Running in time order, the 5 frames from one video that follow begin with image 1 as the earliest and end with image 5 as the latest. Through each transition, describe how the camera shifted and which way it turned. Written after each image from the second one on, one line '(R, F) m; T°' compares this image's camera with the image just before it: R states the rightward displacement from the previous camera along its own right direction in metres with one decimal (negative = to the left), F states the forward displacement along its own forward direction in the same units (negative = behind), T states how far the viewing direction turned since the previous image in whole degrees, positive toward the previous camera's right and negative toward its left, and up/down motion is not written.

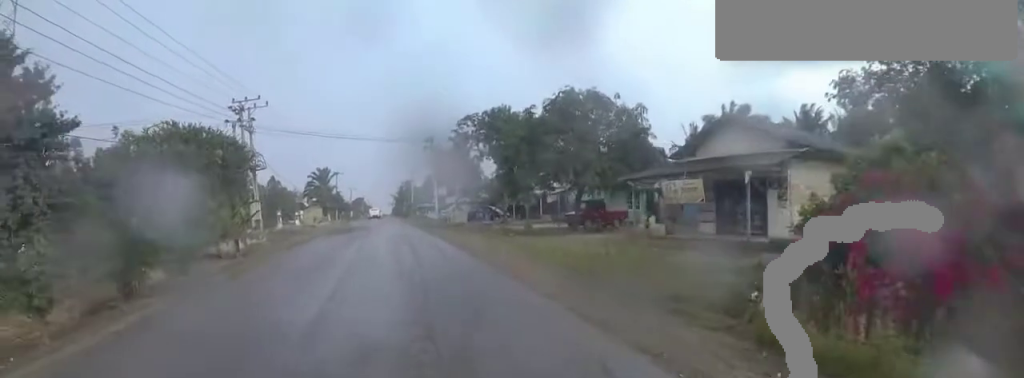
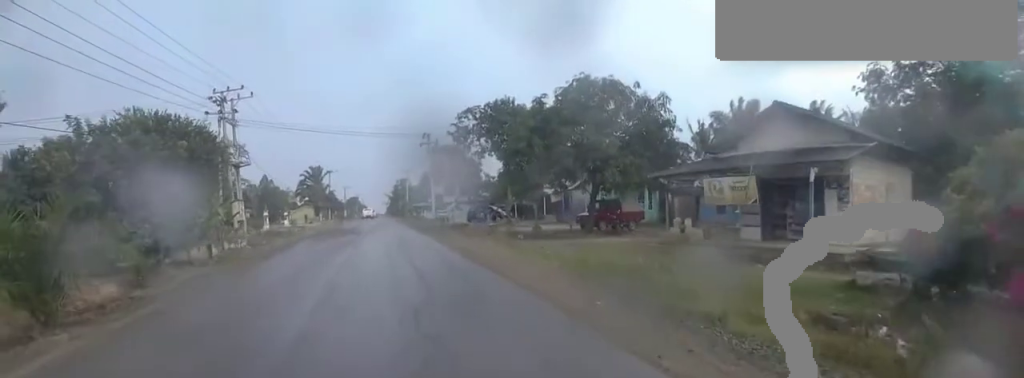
(+0.1, +3.1) m; +1°
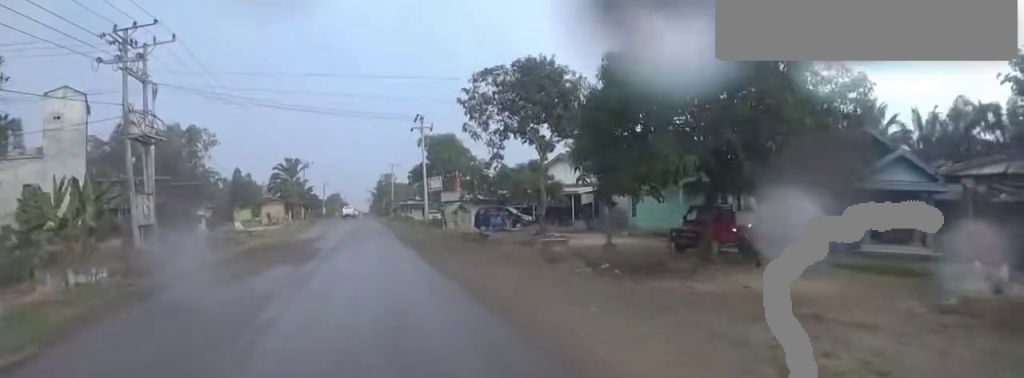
(0.0, +11.7) m; -7°
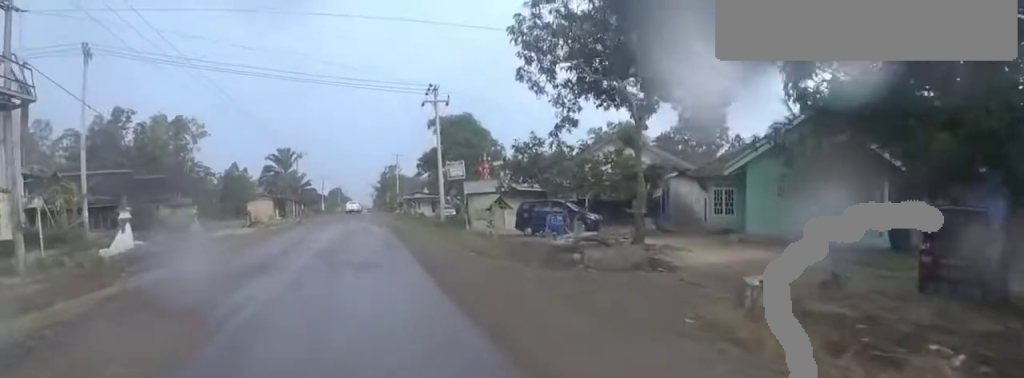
(-0.9, +9.5) m; +1°
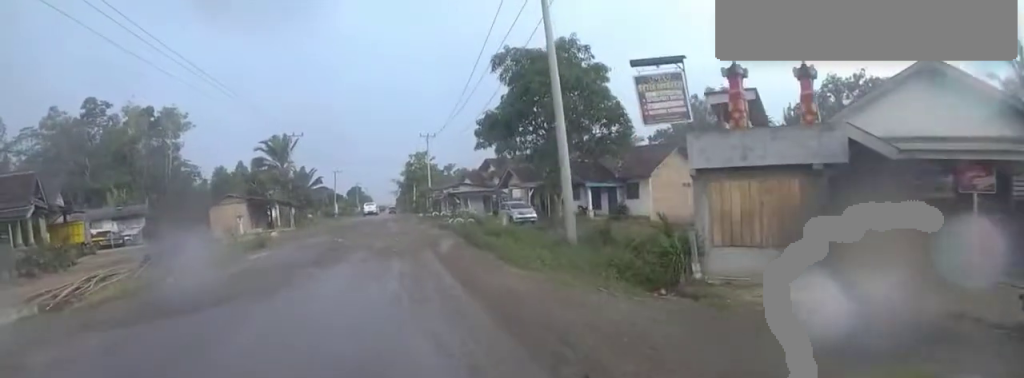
(-0.3, +19.5) m; -10°
